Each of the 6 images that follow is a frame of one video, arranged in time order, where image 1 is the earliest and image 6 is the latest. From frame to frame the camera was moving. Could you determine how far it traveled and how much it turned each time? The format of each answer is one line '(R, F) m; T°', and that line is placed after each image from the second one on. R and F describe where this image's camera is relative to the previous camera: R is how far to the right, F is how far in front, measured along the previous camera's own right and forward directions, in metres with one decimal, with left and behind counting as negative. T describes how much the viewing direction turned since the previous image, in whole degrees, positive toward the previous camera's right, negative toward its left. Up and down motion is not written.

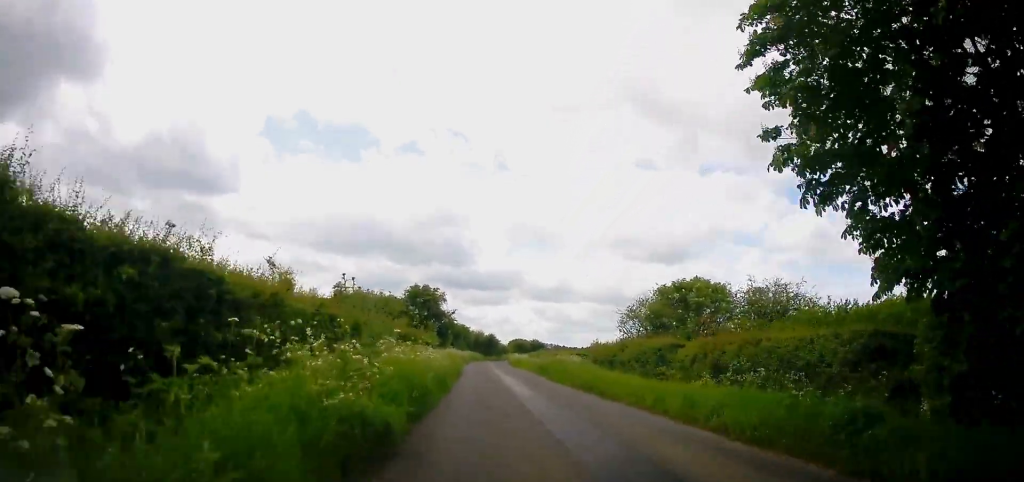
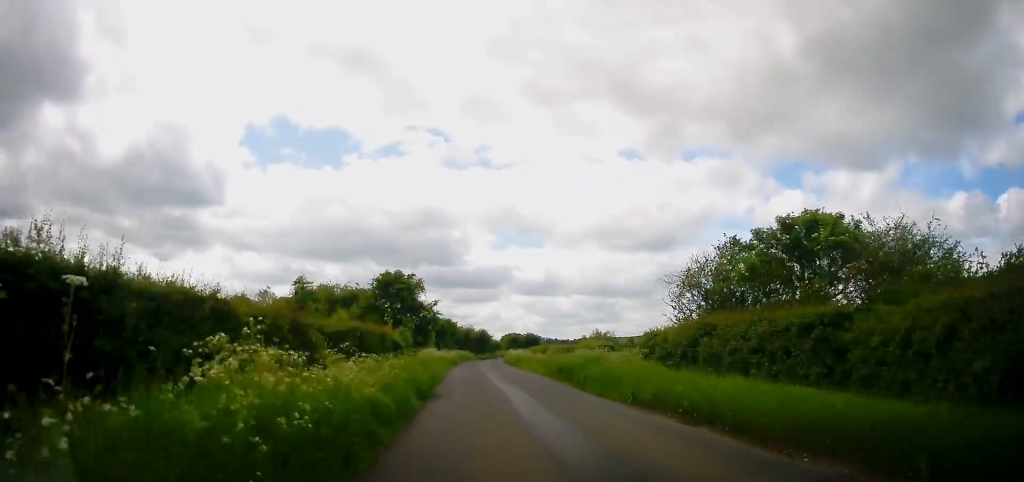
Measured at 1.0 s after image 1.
(0.0, +11.2) m; 0°
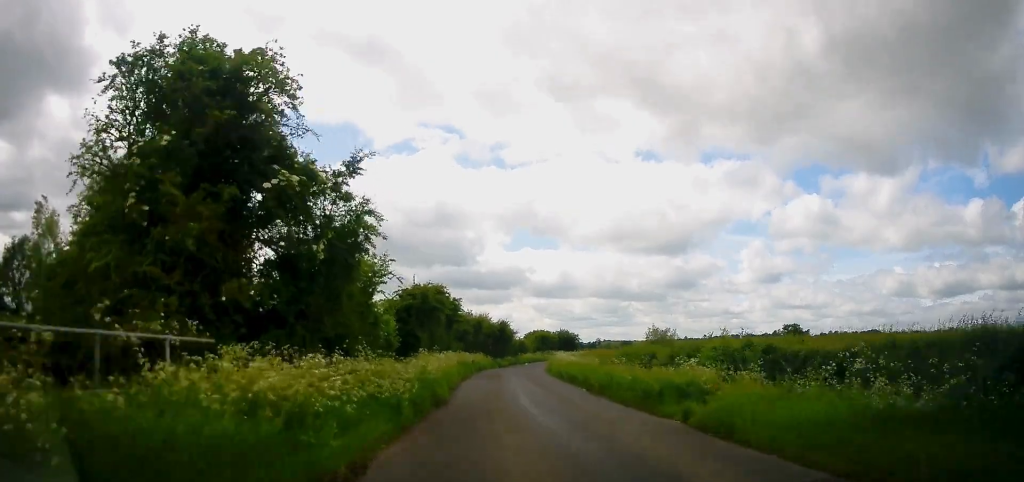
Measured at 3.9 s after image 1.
(0.0, +36.1) m; 0°
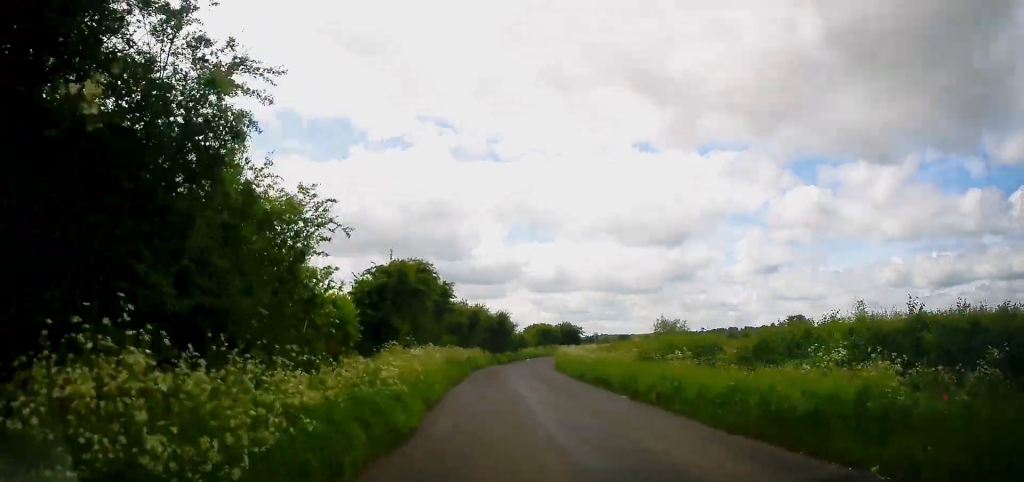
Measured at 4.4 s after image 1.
(0.0, +6.8) m; 0°
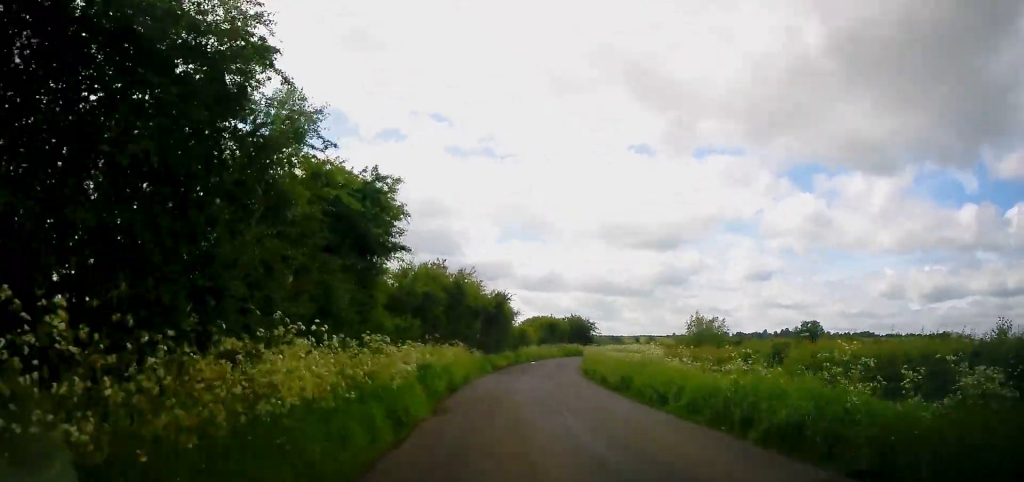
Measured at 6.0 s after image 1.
(0.0, +20.2) m; 0°
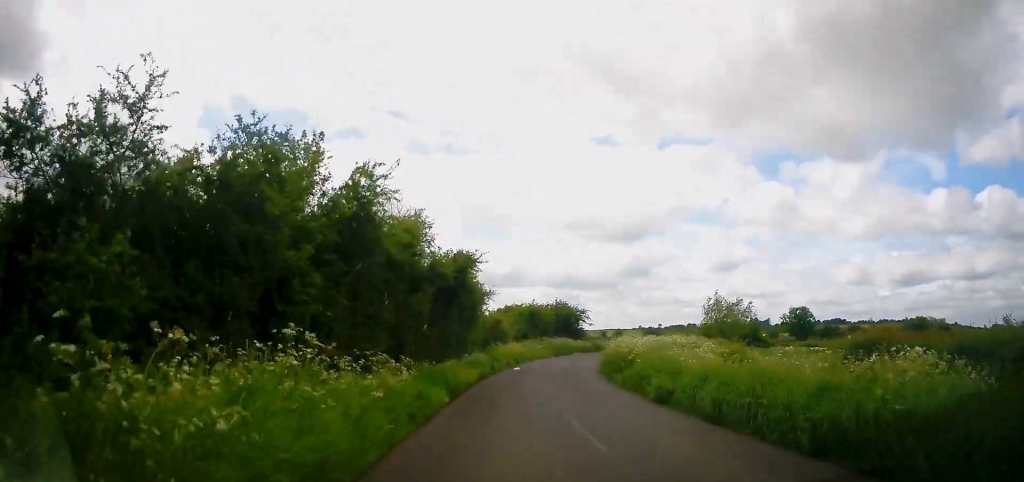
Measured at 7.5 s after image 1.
(+0.1, +17.5) m; +5°
